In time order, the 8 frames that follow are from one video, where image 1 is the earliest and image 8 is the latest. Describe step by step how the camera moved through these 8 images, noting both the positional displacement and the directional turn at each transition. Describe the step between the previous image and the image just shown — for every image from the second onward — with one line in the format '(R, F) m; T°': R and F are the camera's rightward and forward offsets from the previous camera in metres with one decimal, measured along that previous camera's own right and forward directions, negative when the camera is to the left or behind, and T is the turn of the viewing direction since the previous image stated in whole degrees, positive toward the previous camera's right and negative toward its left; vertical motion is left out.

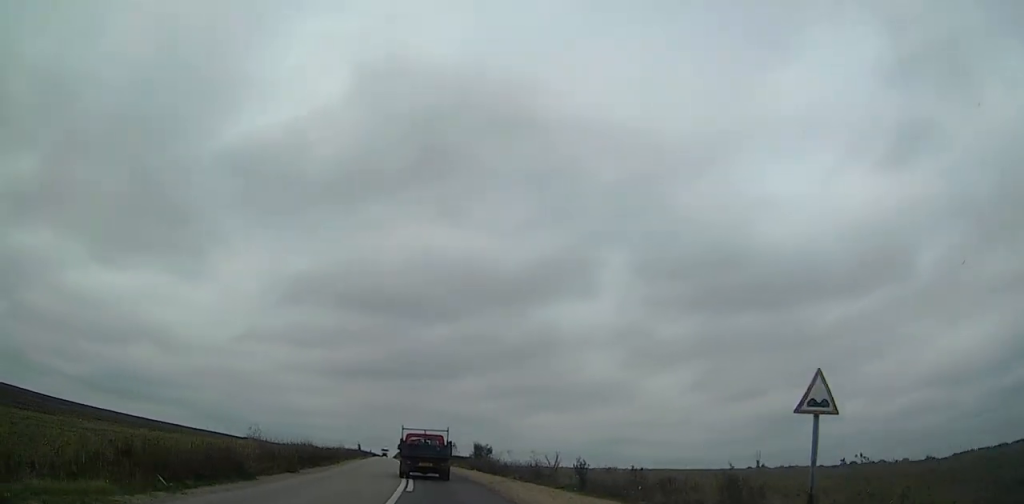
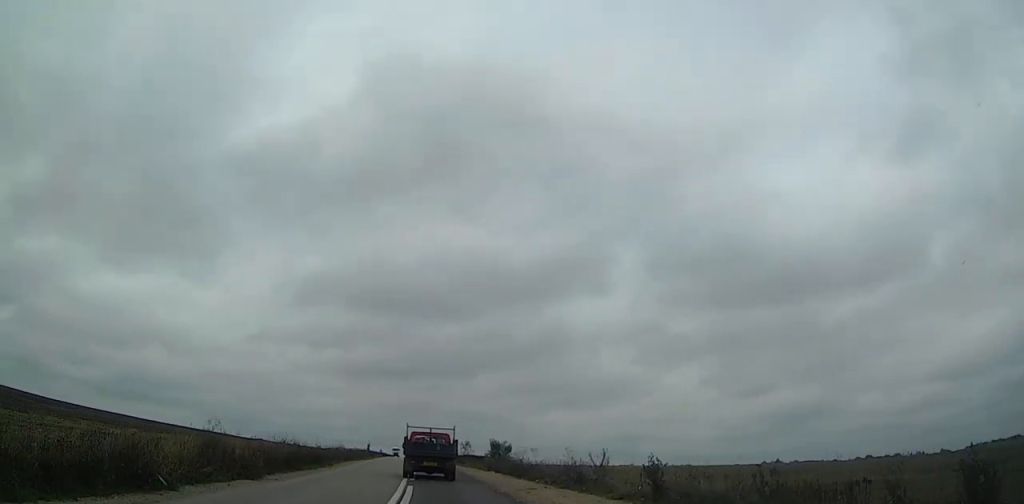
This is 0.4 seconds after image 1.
(-0.2, +7.4) m; -1°
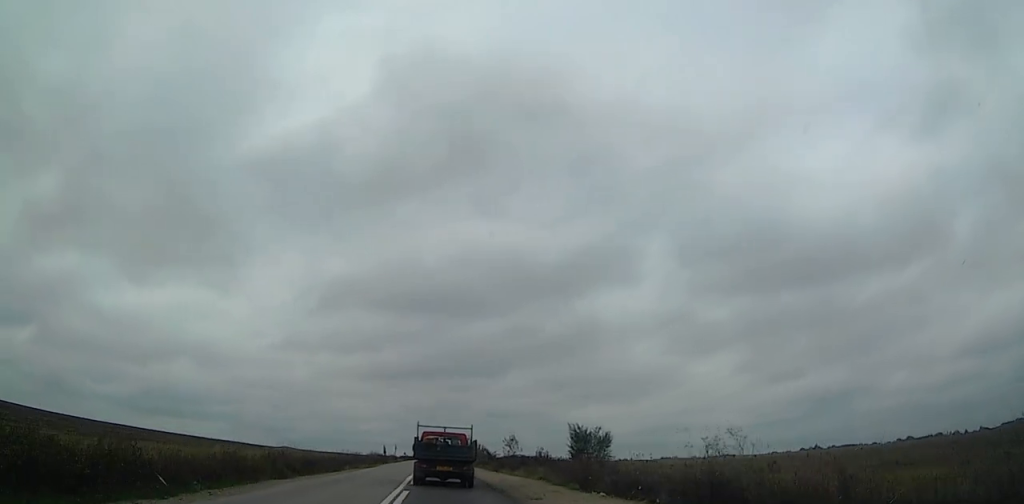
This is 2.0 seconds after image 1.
(-0.5, +26.9) m; -2°
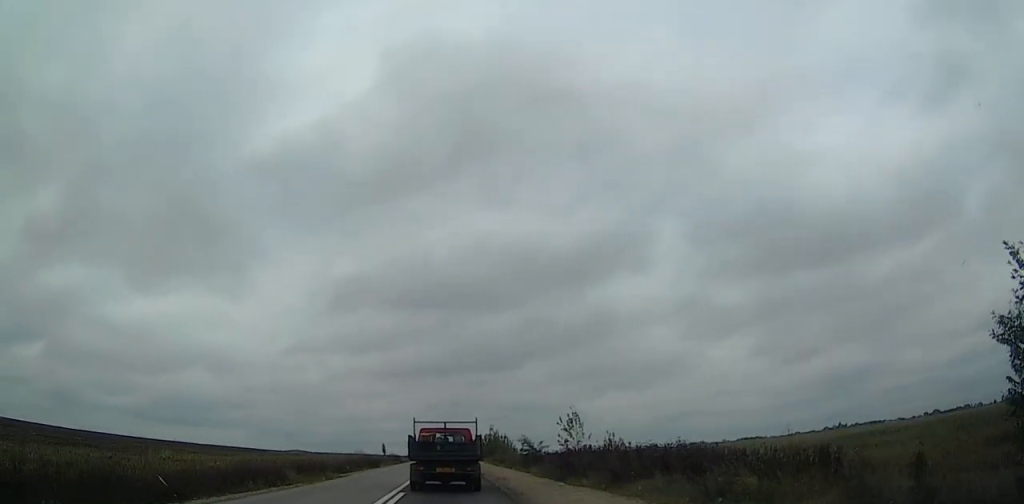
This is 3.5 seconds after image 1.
(-0.5, +25.7) m; -2°
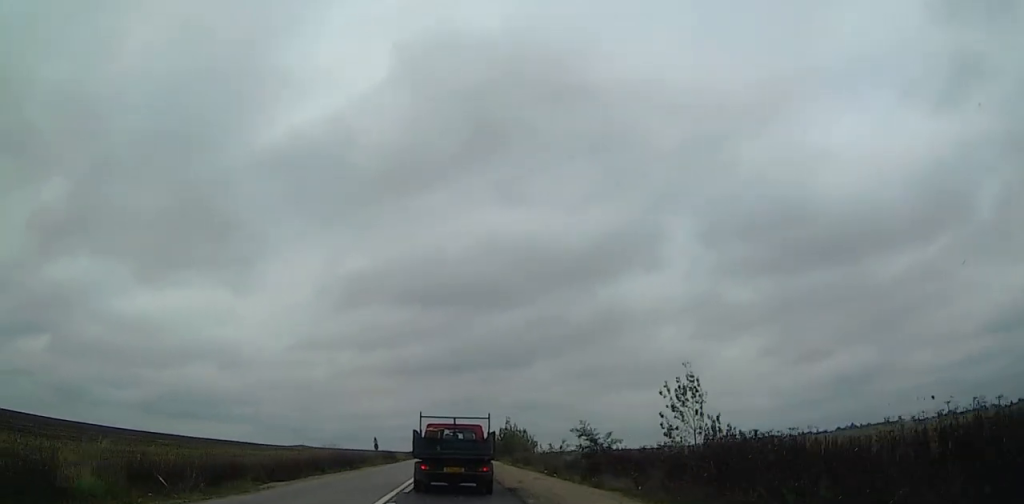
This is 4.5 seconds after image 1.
(-0.1, +17.5) m; 0°
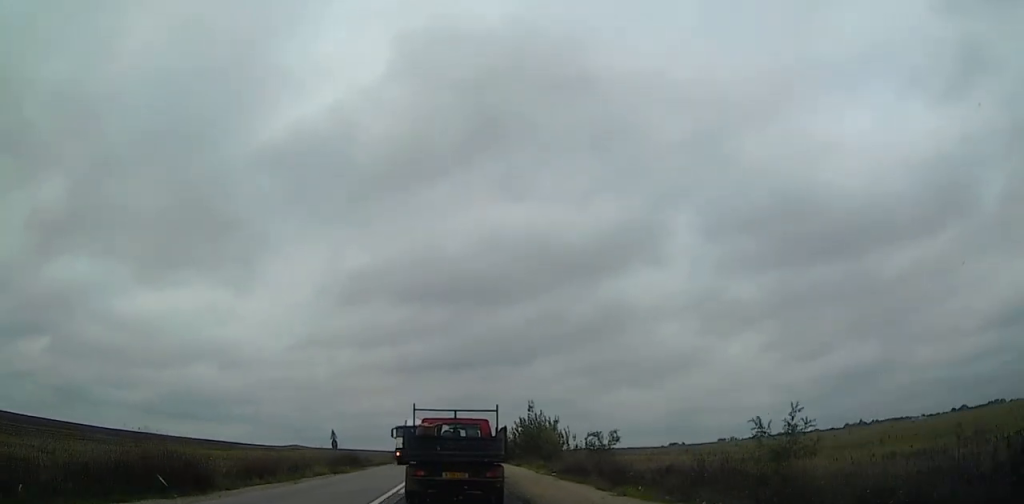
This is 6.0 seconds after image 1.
(-0.2, +26.8) m; -1°
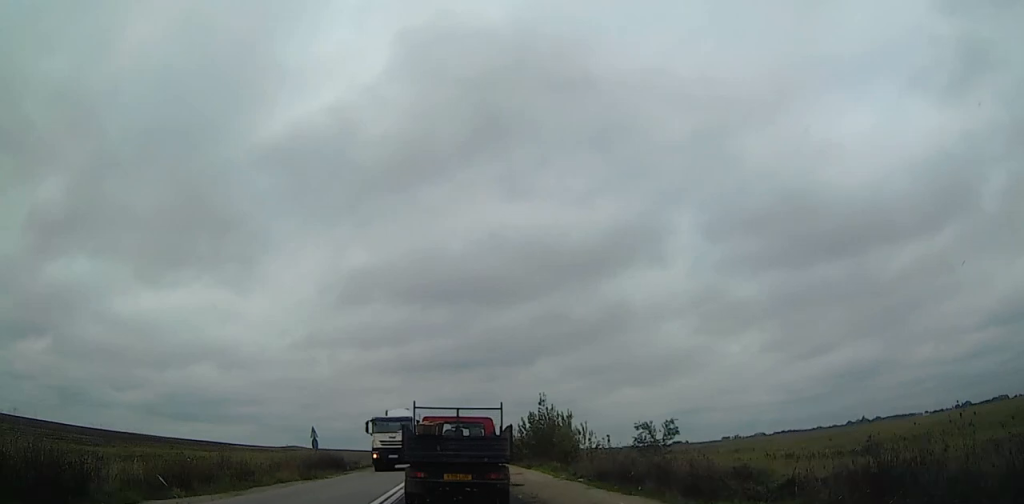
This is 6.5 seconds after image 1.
(+0.1, +7.2) m; 0°
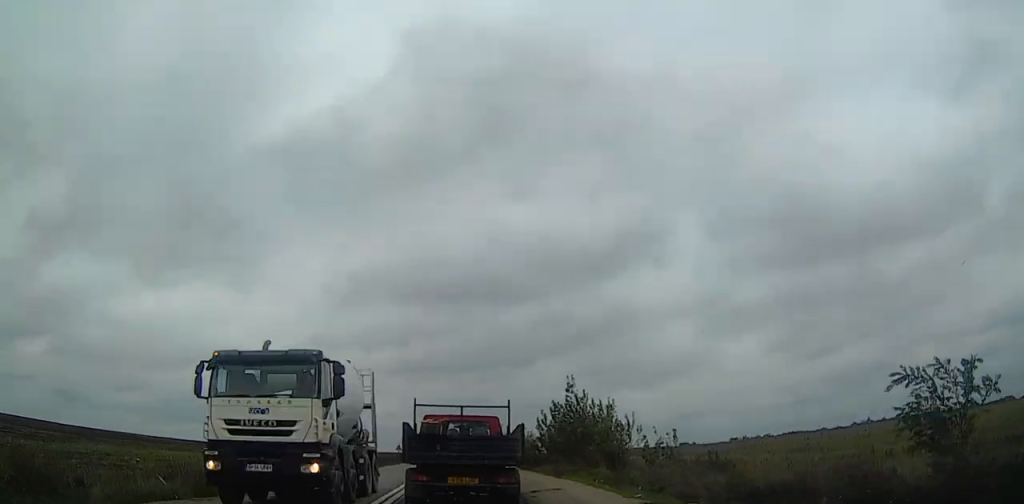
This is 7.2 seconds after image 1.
(0.0, +12.7) m; -1°
